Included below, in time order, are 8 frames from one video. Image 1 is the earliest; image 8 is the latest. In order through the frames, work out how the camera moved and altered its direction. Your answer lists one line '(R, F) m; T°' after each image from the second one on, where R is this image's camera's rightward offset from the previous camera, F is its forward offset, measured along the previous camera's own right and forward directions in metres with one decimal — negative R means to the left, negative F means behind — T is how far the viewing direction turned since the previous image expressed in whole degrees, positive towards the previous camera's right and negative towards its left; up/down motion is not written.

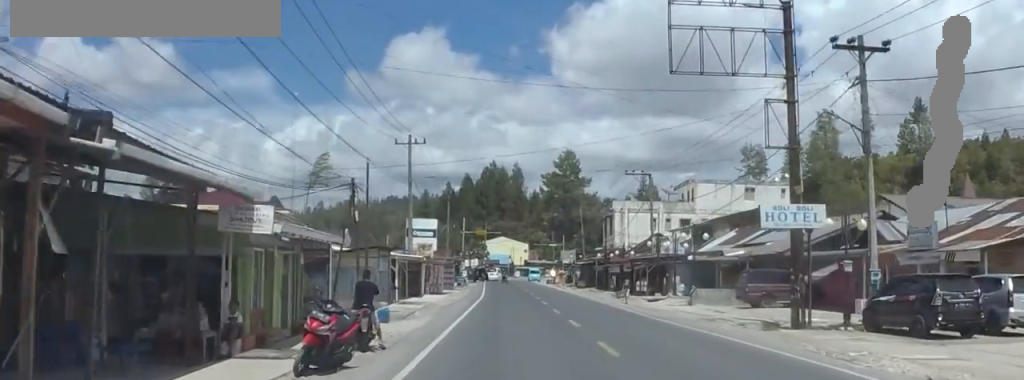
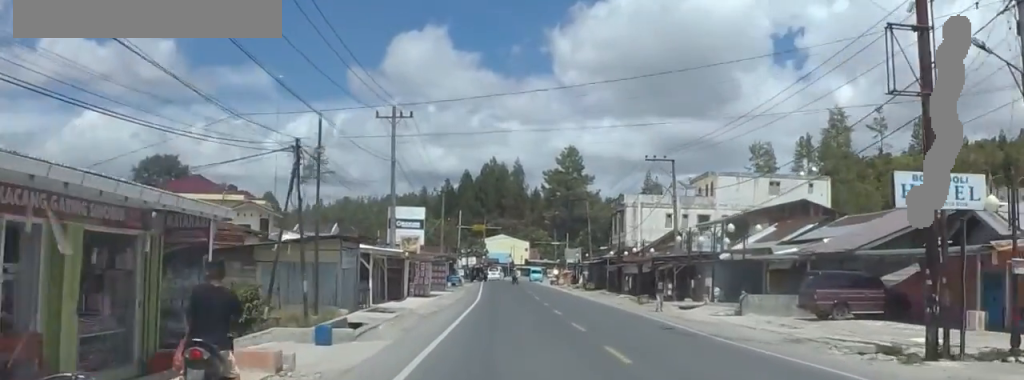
(-0.2, +9.2) m; +1°
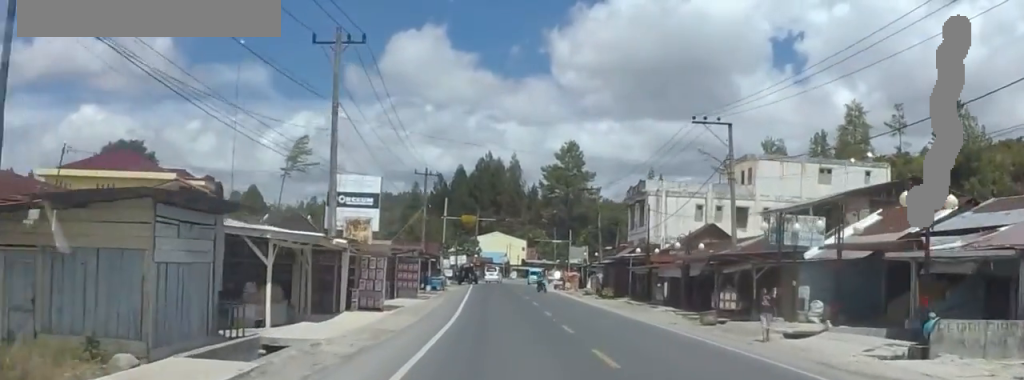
(+0.6, +15.7) m; +4°
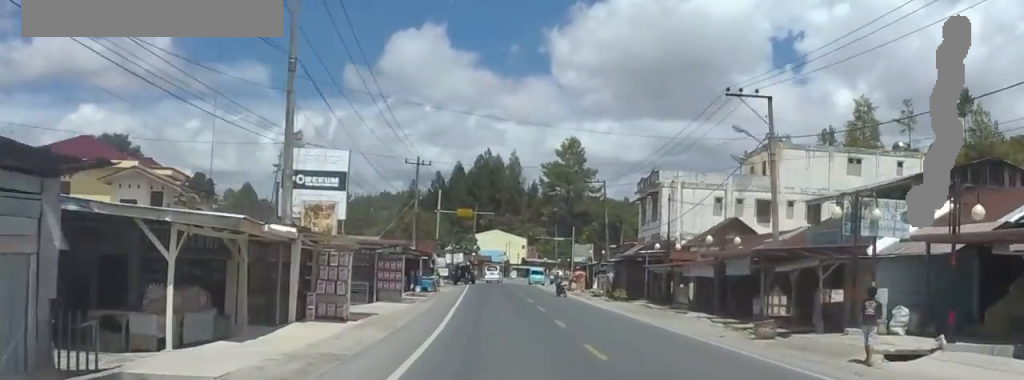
(+0.5, +6.6) m; +1°
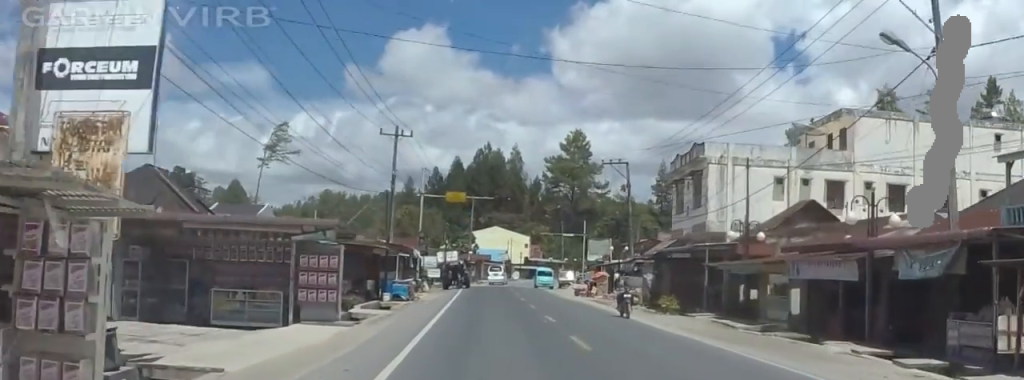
(-0.4, +14.2) m; -2°
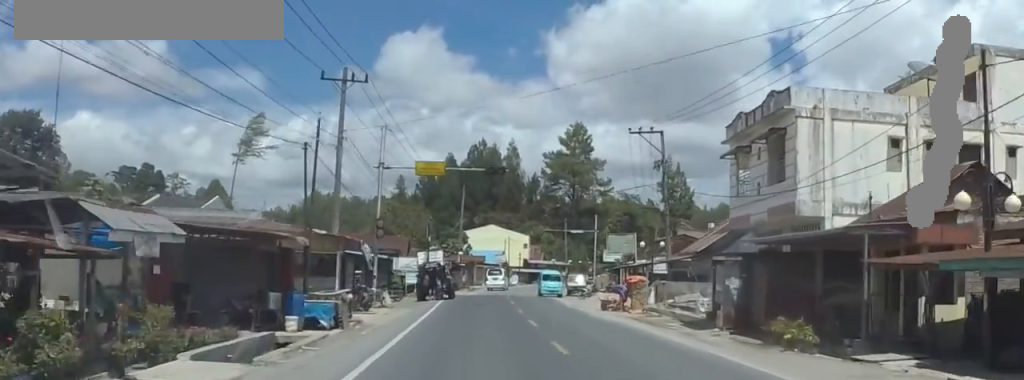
(-0.2, +15.8) m; -3°
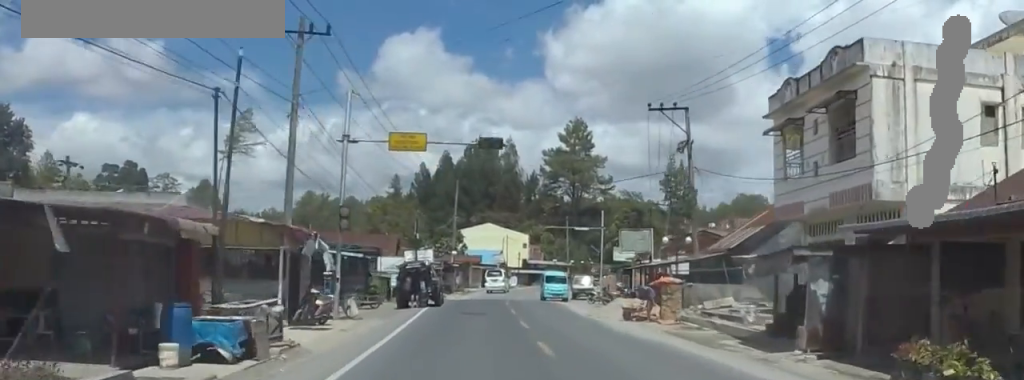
(-0.2, +7.6) m; 0°
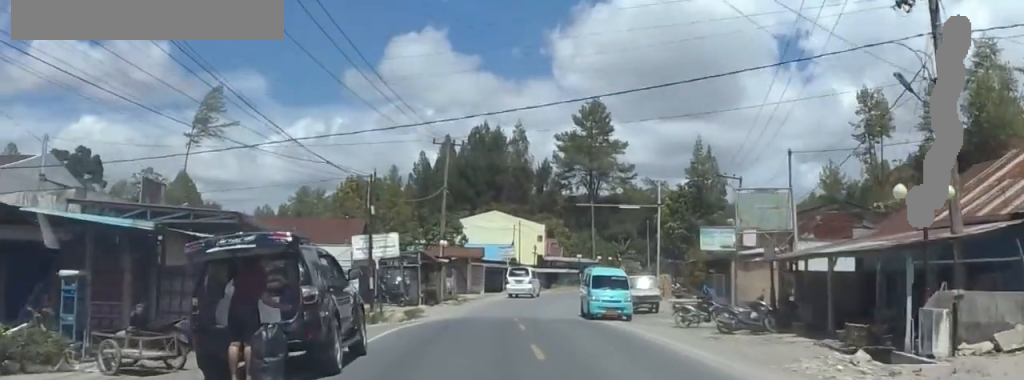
(+0.5, +25.6) m; +2°
